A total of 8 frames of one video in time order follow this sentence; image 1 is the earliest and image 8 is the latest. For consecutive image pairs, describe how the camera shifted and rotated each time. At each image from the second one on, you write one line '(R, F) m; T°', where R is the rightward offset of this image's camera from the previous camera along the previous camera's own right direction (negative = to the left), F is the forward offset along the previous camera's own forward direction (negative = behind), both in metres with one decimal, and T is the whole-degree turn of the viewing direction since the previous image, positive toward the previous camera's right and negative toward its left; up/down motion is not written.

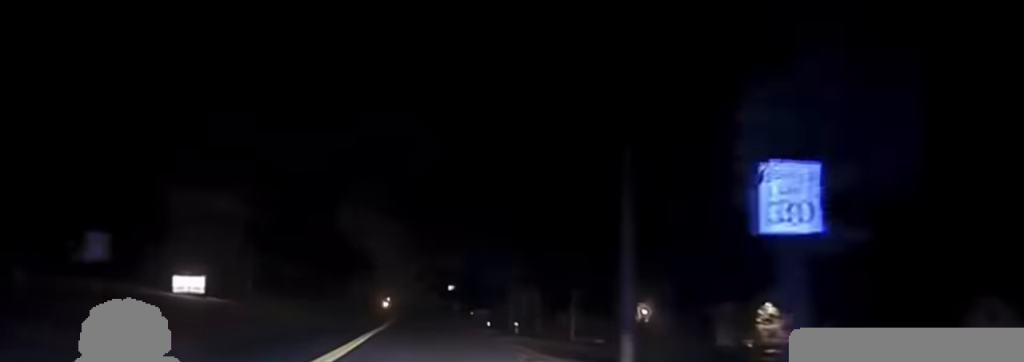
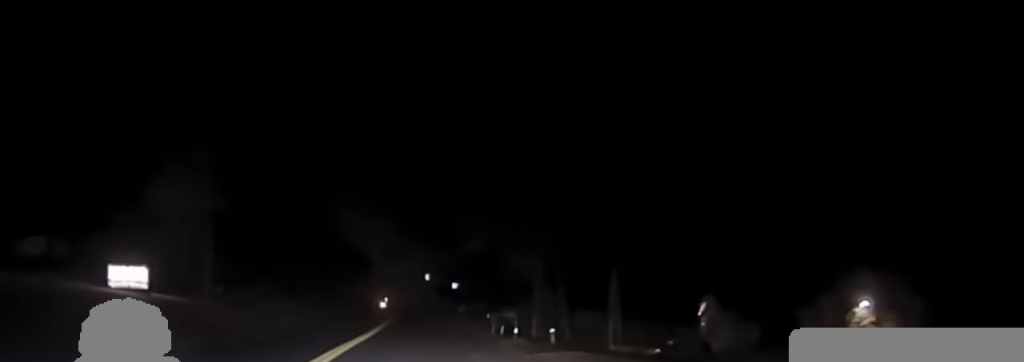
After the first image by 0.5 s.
(0.0, +13.3) m; 0°
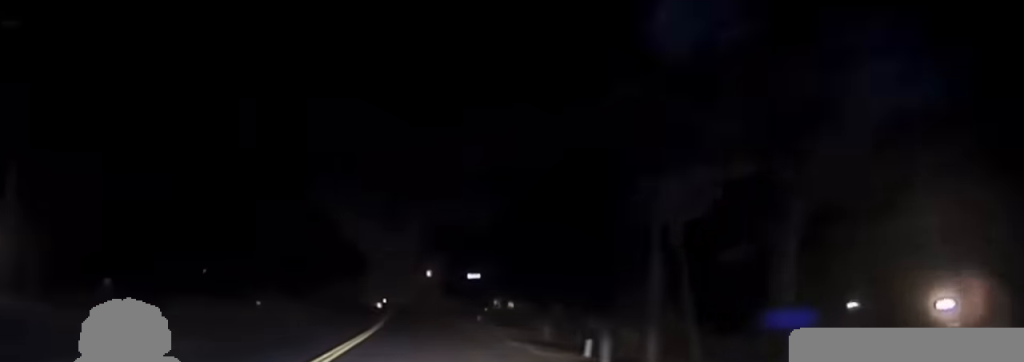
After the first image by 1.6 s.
(0.0, +25.9) m; 0°
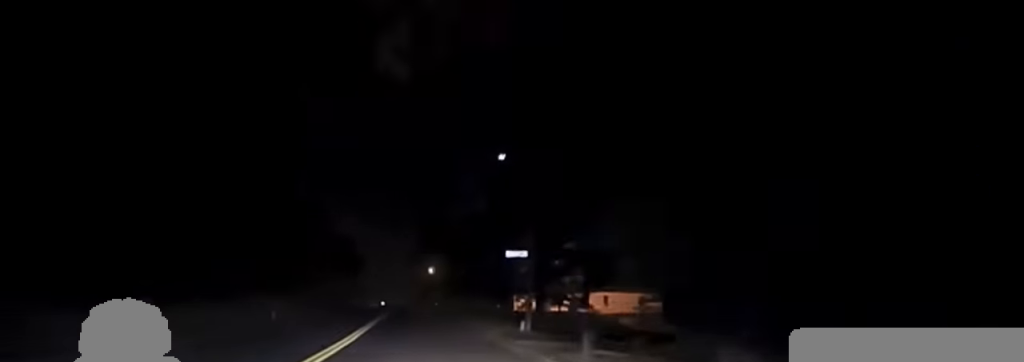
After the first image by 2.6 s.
(0.0, +28.9) m; -1°
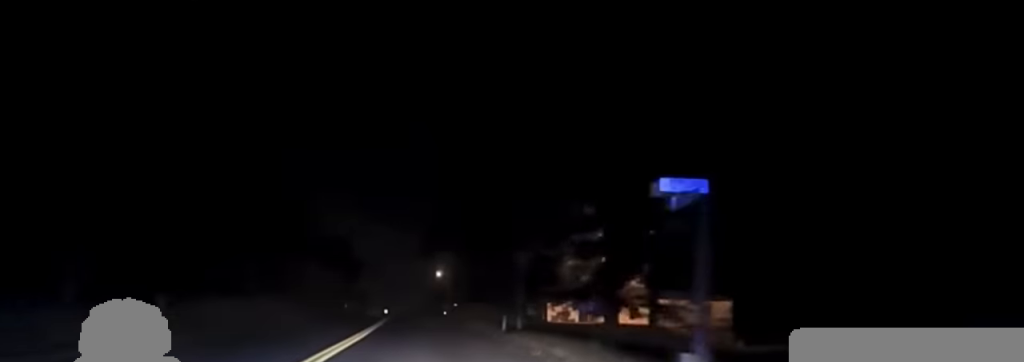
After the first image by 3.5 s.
(-0.4, +24.7) m; -1°
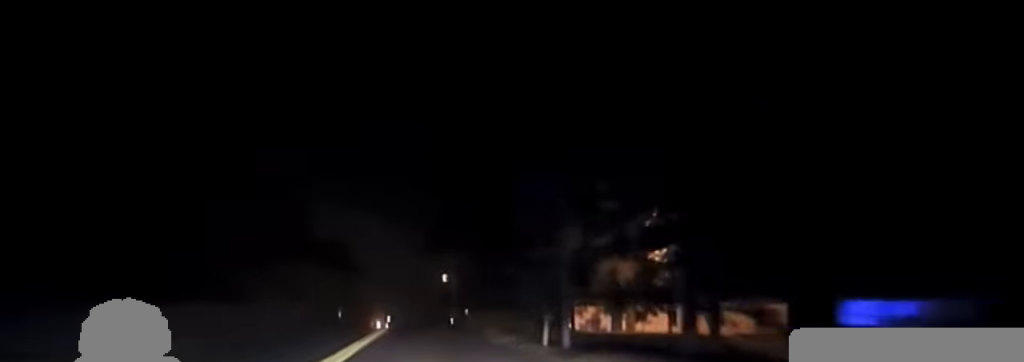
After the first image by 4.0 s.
(0.0, +12.5) m; +1°
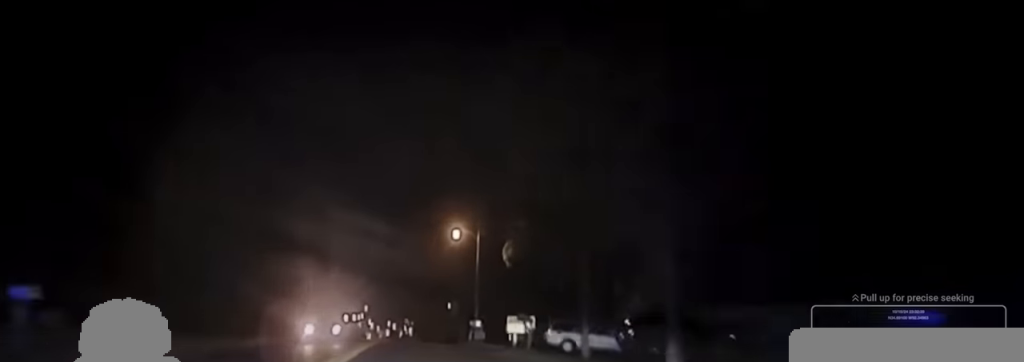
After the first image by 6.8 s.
(+1.7, +66.5) m; +2°
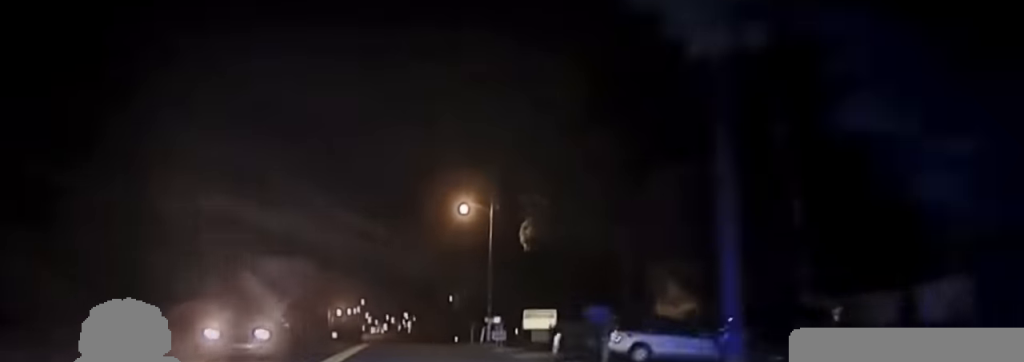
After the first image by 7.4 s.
(+0.1, +12.9) m; 0°
